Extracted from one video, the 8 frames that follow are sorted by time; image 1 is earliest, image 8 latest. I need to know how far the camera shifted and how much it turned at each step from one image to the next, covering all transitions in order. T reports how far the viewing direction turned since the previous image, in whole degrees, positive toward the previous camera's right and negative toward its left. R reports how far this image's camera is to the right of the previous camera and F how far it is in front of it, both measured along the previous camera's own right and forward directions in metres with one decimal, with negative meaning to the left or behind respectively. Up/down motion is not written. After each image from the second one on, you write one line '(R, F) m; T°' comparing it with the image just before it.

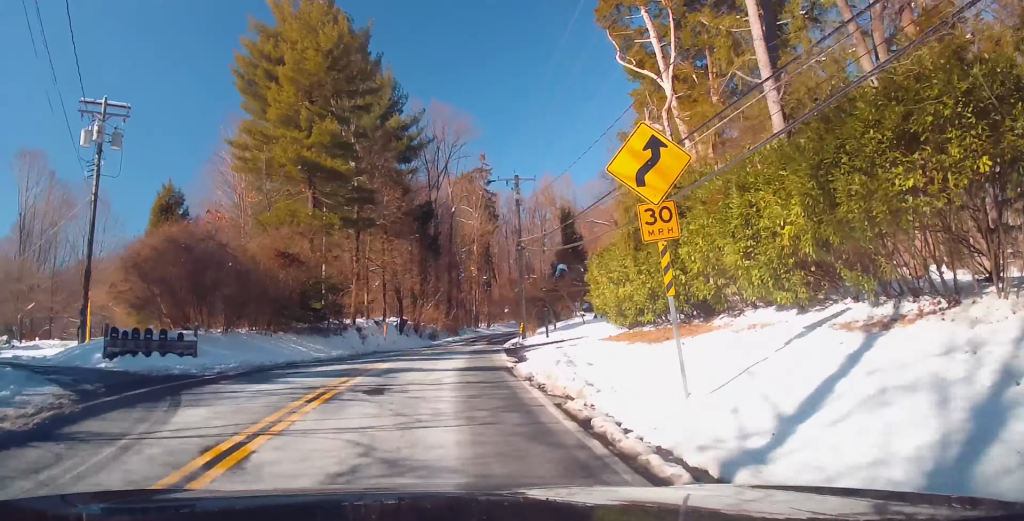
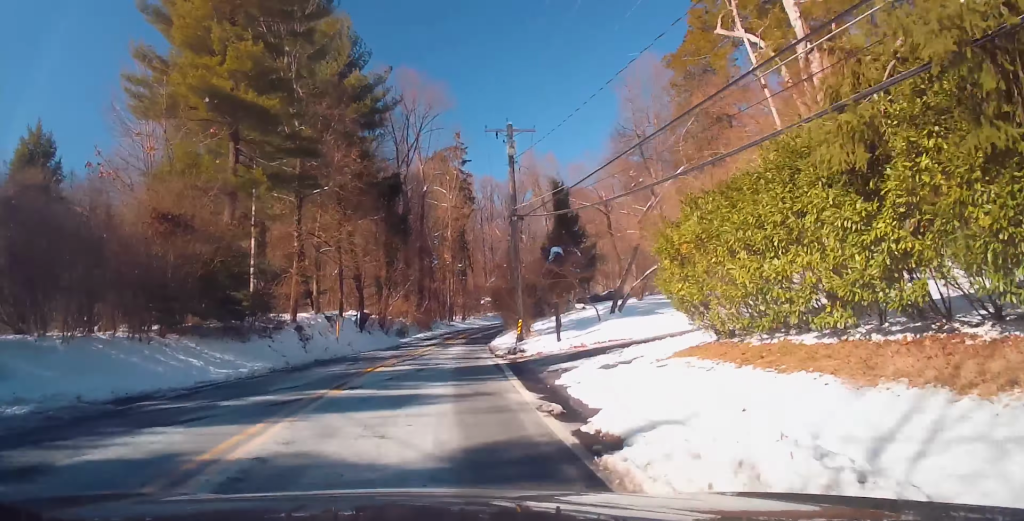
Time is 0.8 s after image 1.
(+0.1, +10.3) m; +1°
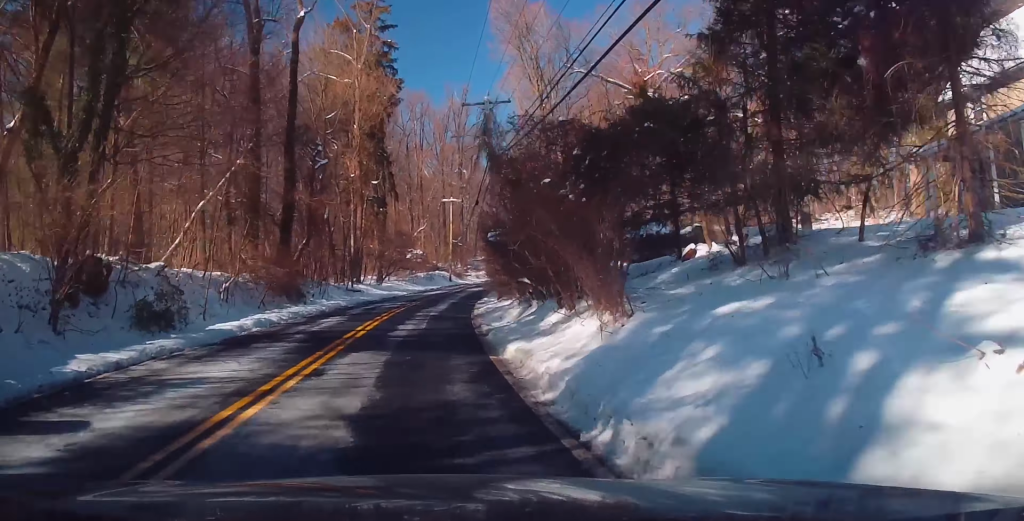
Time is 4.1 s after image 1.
(+2.1, +42.6) m; +8°
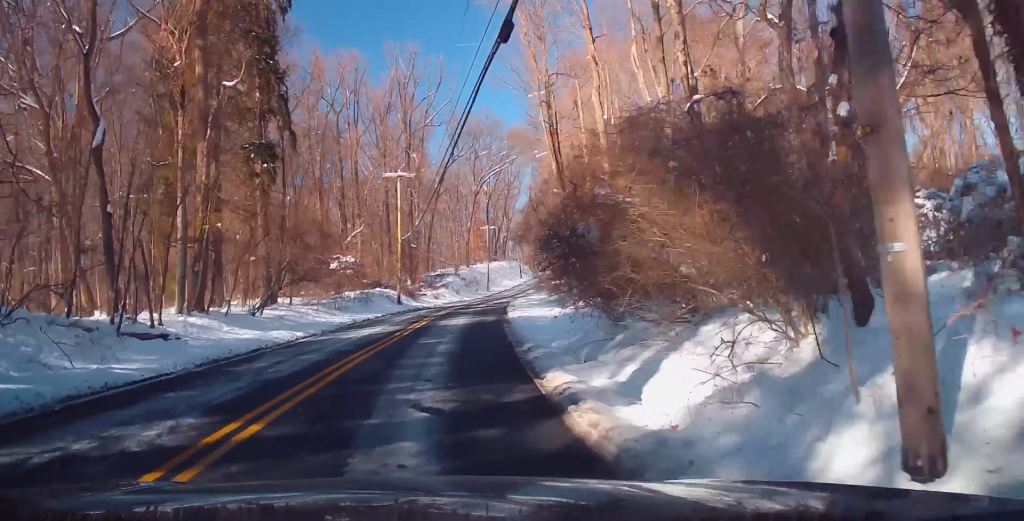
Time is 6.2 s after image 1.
(+1.7, +28.1) m; +8°
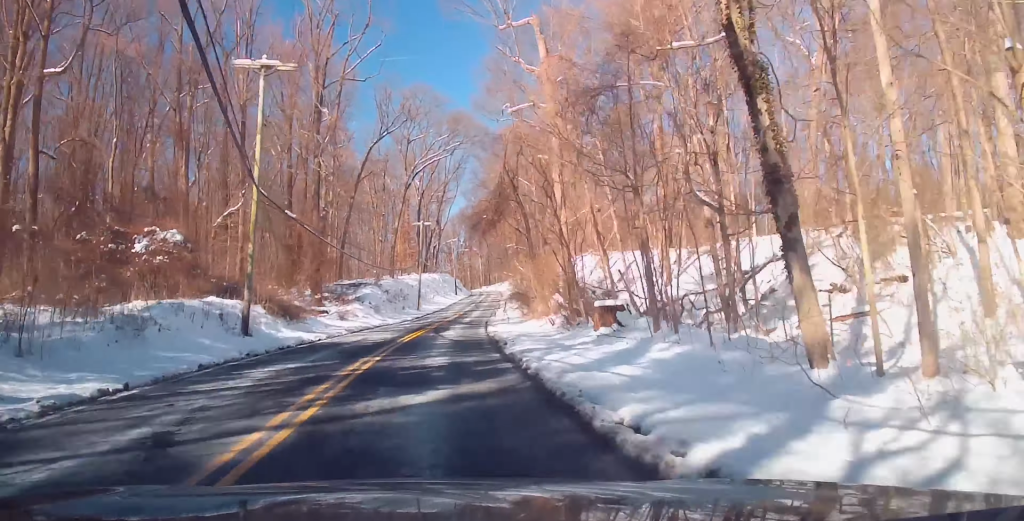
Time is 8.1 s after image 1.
(+1.8, +24.7) m; +4°
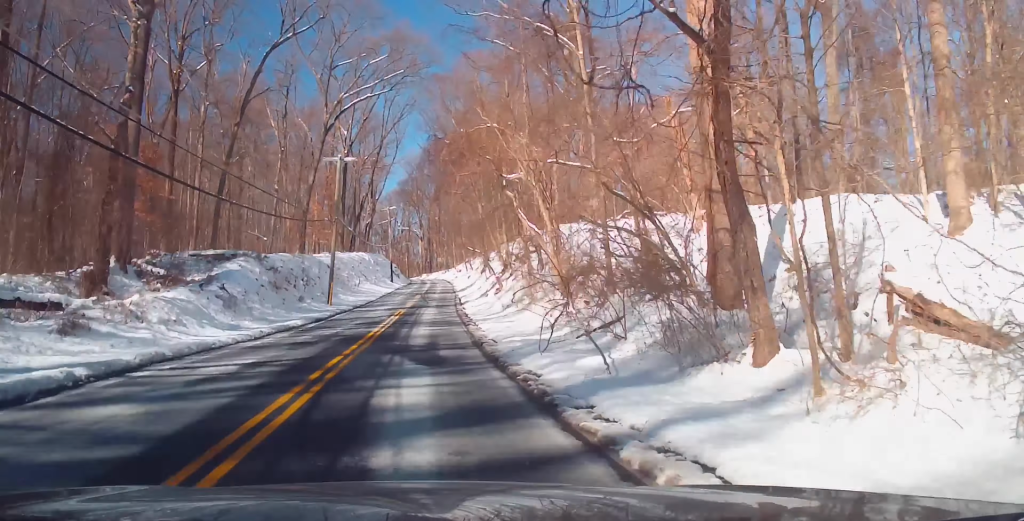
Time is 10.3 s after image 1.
(0.0, +29.4) m; 0°
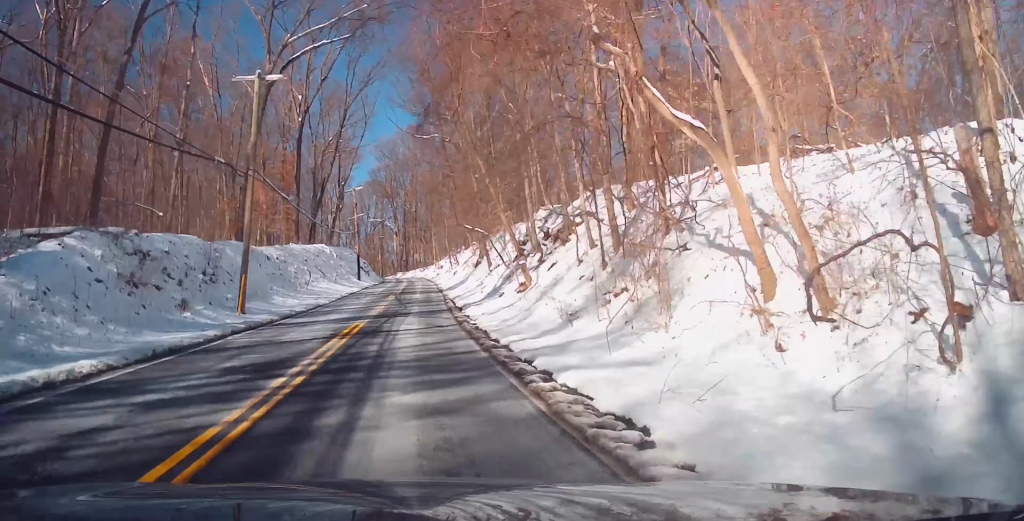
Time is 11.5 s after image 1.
(+0.1, +17.1) m; +2°
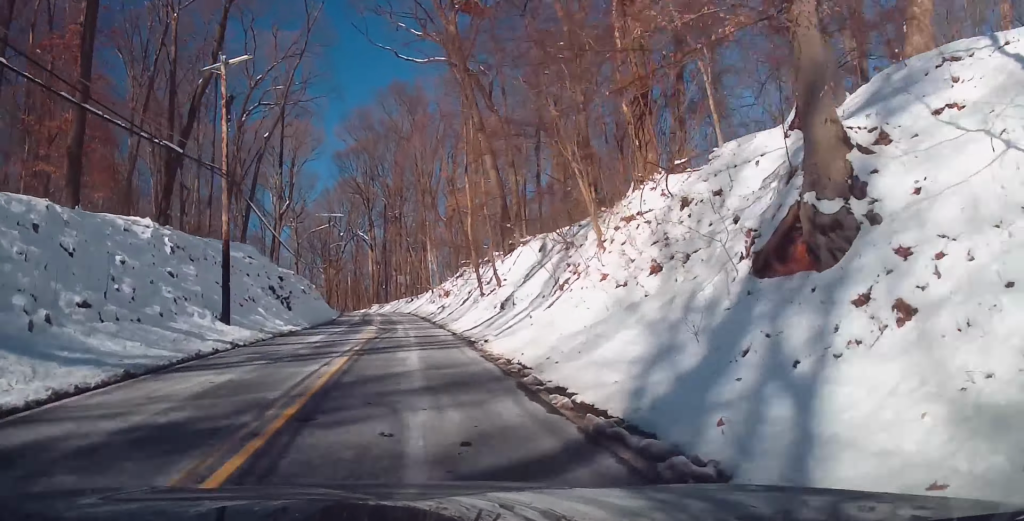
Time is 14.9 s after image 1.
(+2.7, +45.1) m; +6°
